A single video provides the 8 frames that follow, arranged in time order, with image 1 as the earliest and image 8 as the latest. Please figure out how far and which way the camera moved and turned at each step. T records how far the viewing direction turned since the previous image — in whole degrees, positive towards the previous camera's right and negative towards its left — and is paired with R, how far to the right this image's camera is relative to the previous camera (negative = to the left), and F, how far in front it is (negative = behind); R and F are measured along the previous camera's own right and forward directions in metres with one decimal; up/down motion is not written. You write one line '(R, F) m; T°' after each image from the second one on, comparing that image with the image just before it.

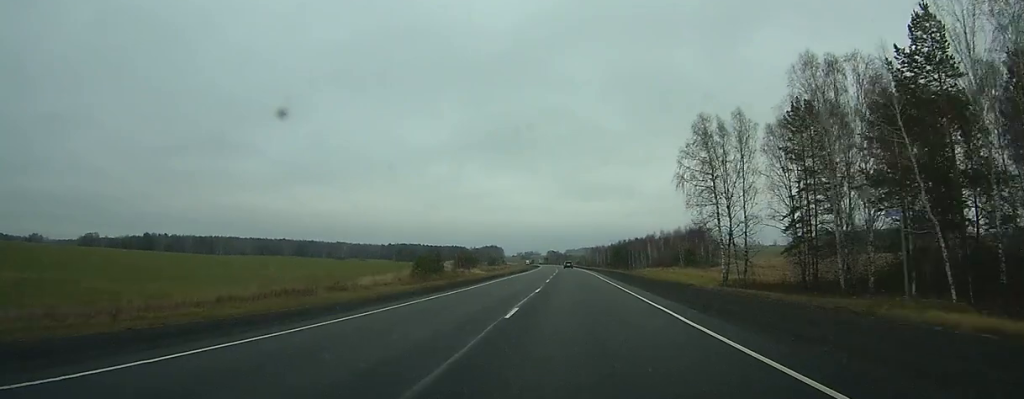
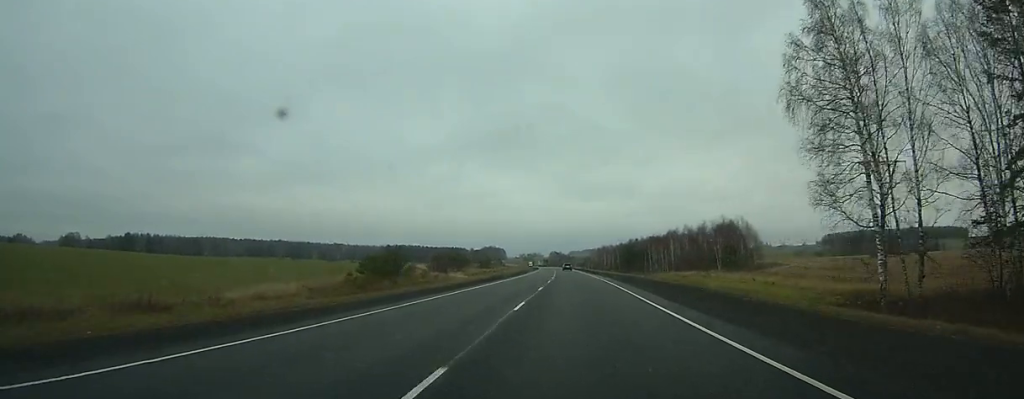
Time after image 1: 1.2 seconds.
(0.0, +33.4) m; 0°
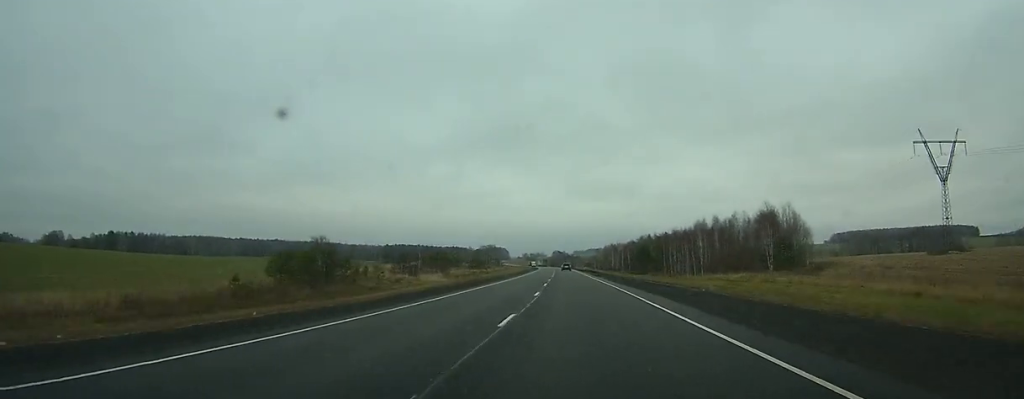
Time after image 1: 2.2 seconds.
(-0.1, +27.7) m; 0°
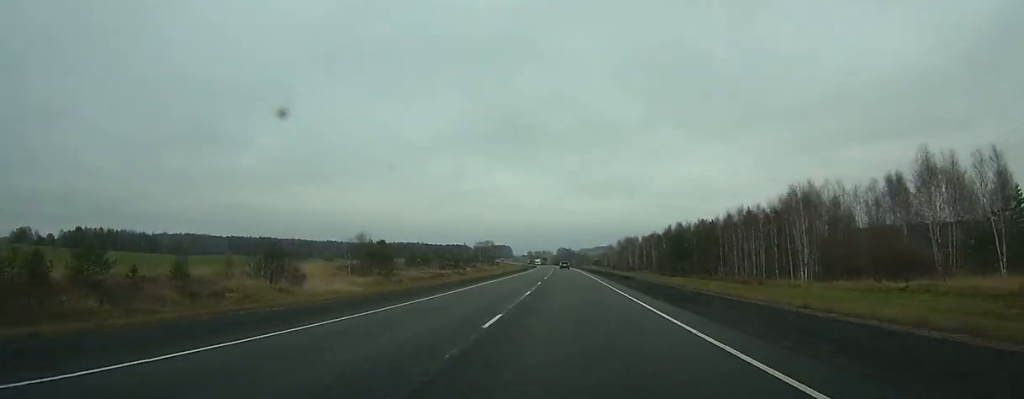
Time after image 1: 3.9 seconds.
(-0.1, +48.1) m; 0°
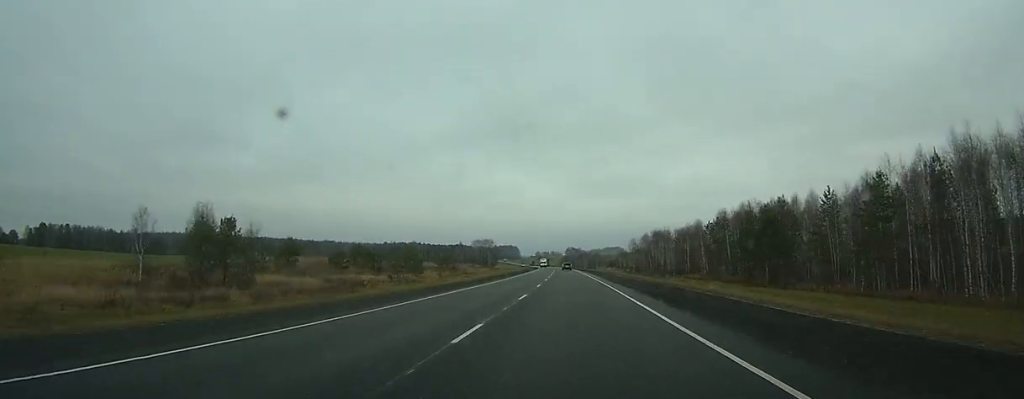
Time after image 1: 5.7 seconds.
(-0.3, +49.9) m; -1°
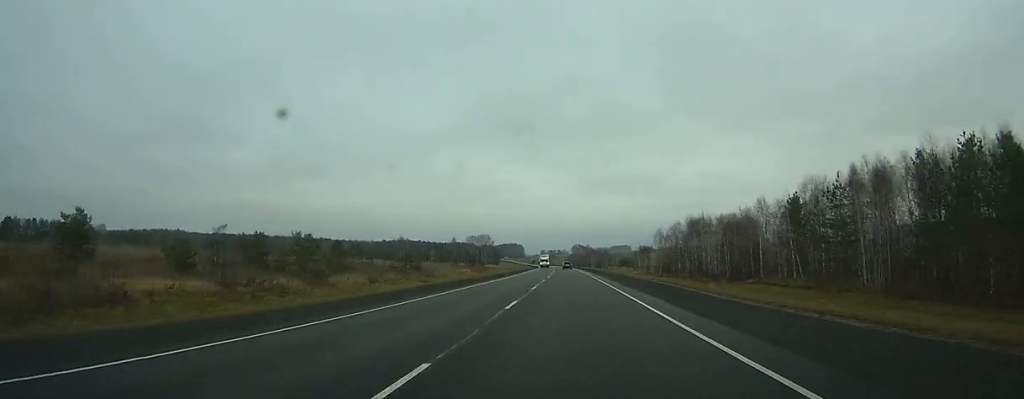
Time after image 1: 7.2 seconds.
(-0.3, +40.6) m; -1°
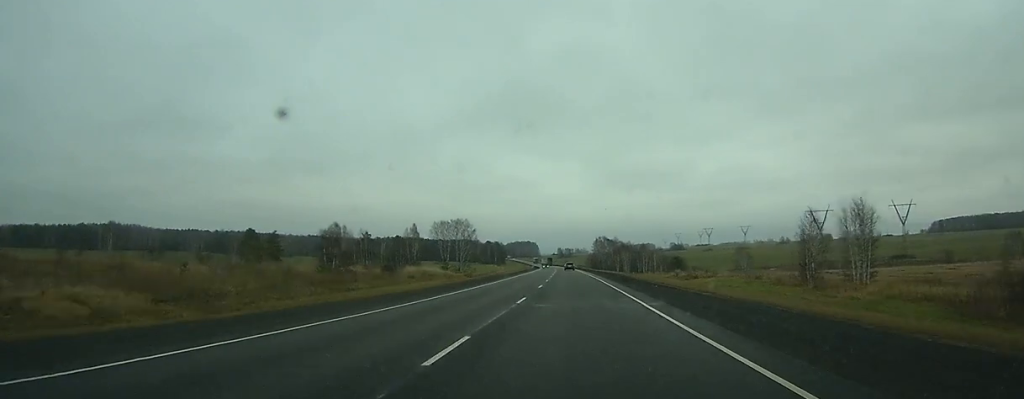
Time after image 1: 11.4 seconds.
(-1.9, +114.3) m; -2°
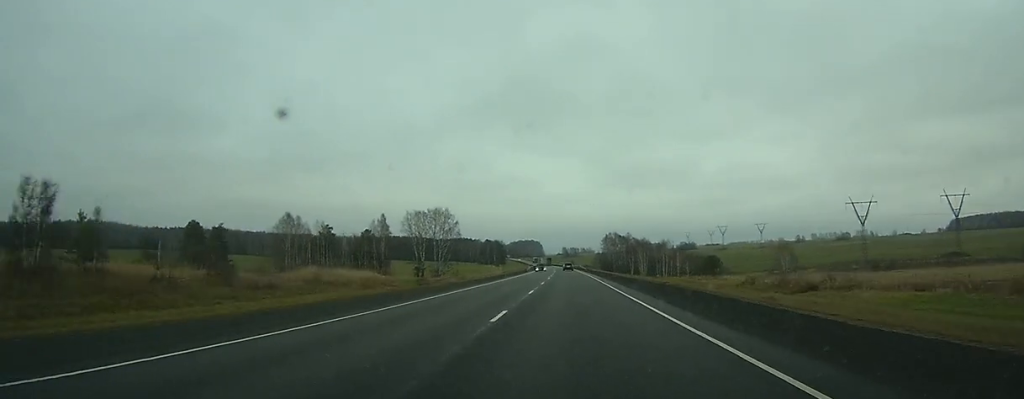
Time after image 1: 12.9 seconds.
(-0.2, +40.4) m; -1°
